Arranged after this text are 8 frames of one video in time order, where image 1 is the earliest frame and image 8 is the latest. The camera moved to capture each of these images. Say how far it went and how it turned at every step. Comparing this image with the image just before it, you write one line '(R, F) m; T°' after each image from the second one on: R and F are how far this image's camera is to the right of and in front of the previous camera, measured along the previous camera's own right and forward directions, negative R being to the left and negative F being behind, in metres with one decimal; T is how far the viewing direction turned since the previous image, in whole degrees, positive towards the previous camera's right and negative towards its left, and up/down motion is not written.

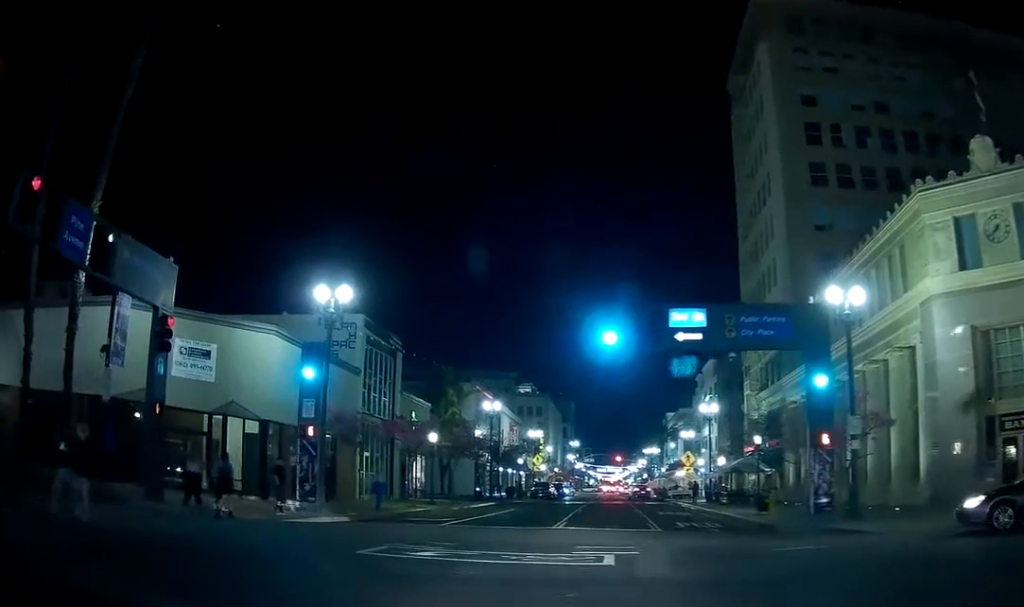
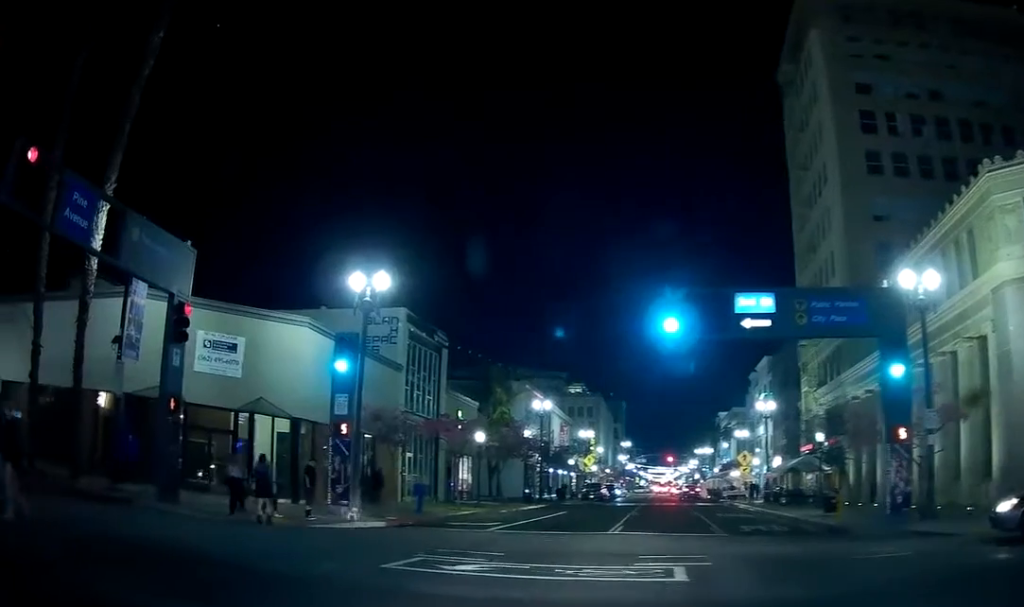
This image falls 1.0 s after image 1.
(0.0, +2.2) m; 0°
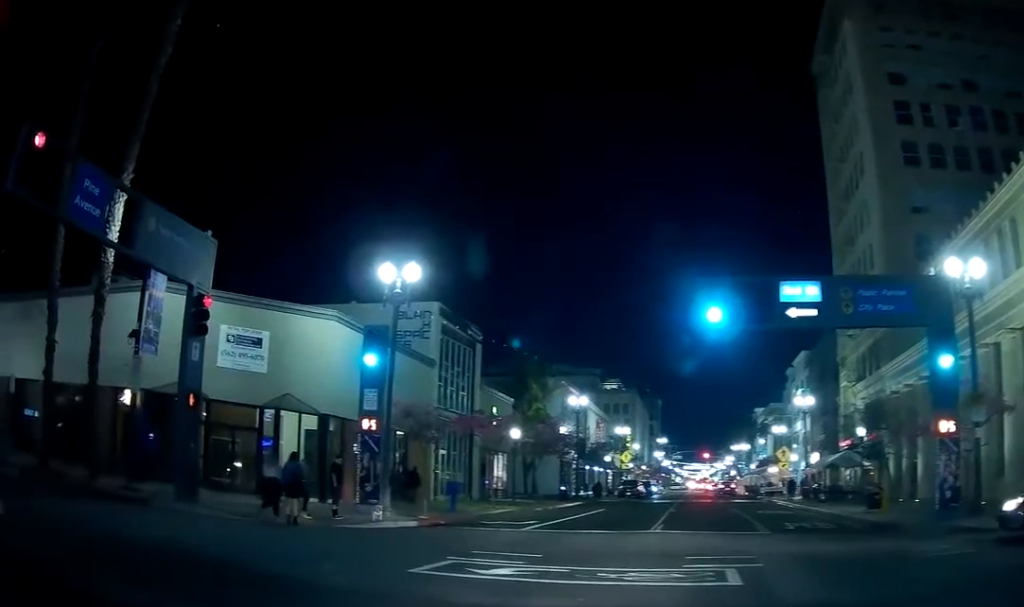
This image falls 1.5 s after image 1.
(0.0, +1.0) m; -2°
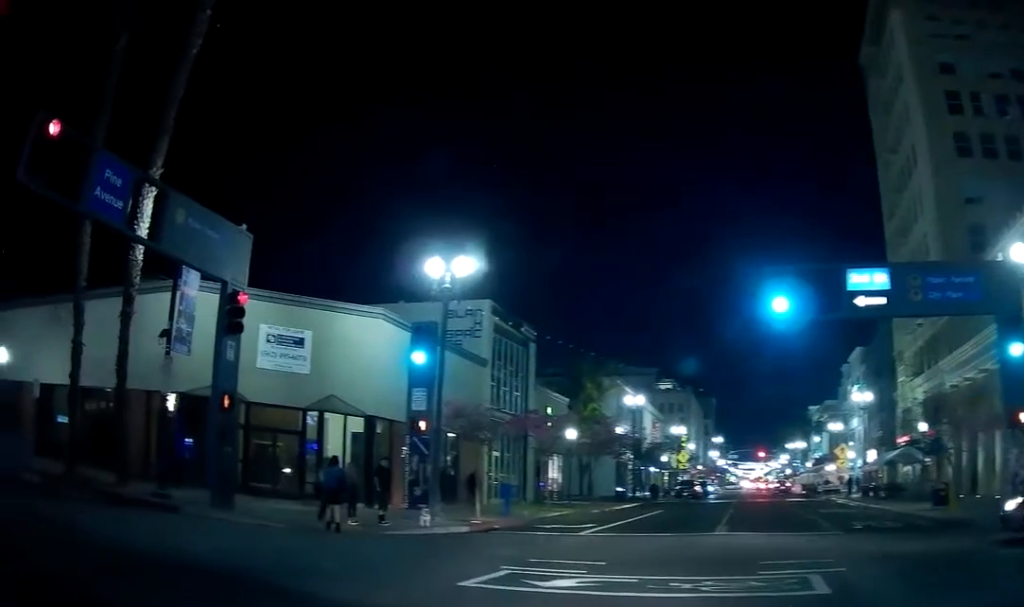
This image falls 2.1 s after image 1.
(0.0, +1.1) m; -4°
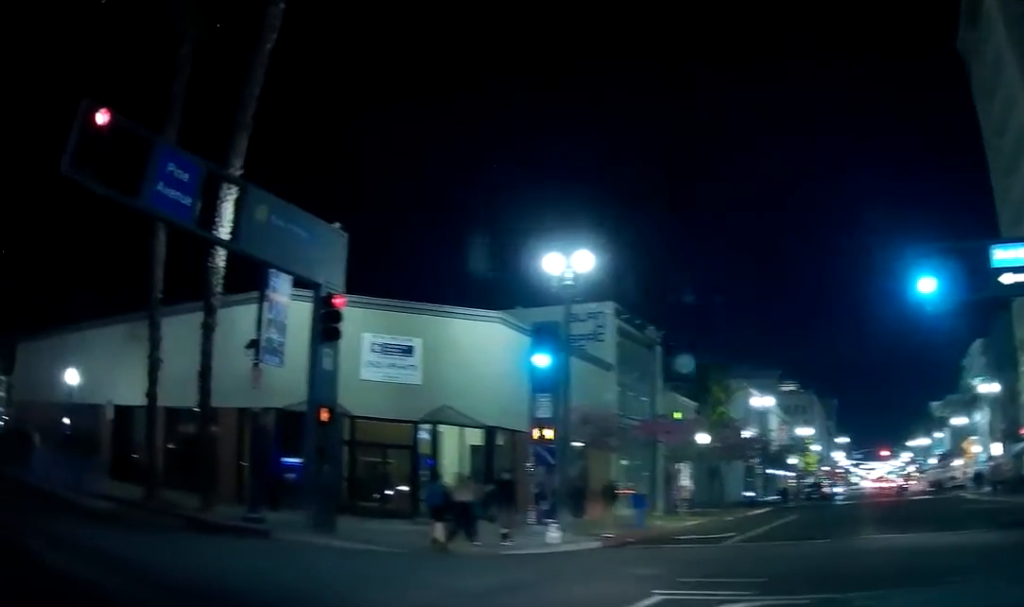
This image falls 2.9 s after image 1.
(-0.2, +1.6) m; -27°
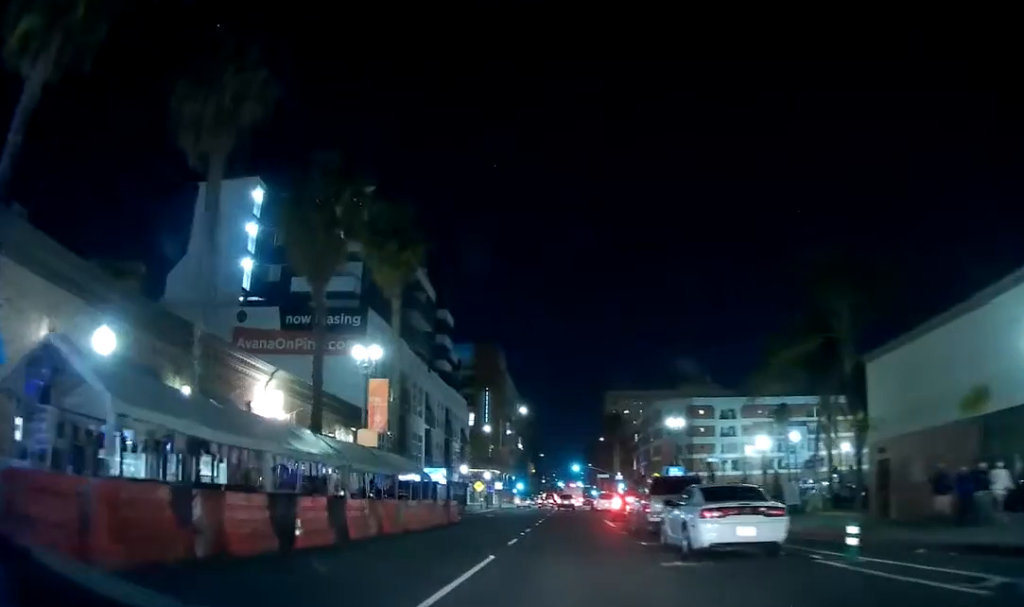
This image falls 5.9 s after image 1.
(-7.4, +9.8) m; -51°
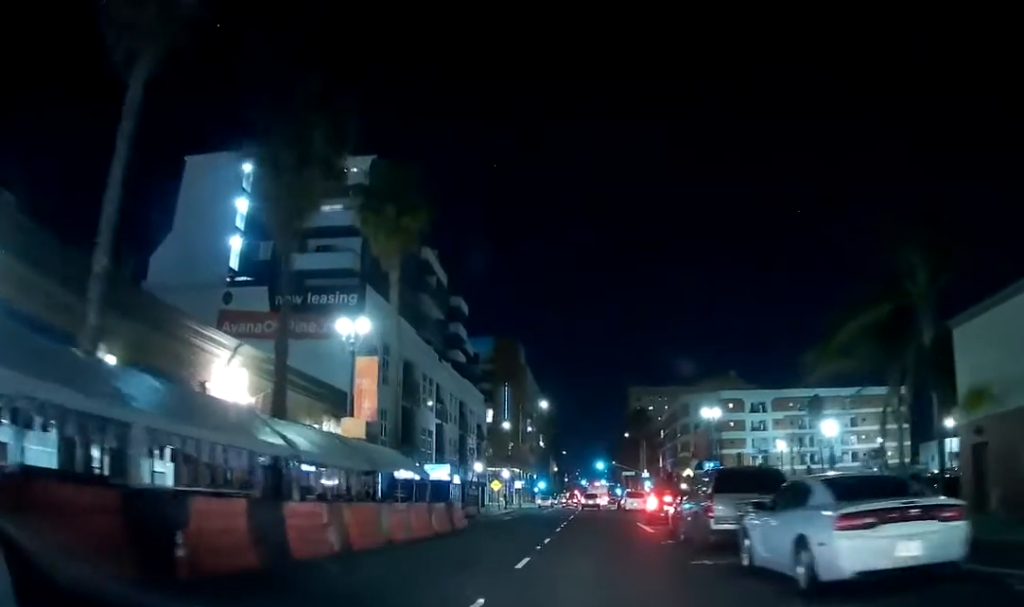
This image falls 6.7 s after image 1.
(-0.2, +5.6) m; -3°
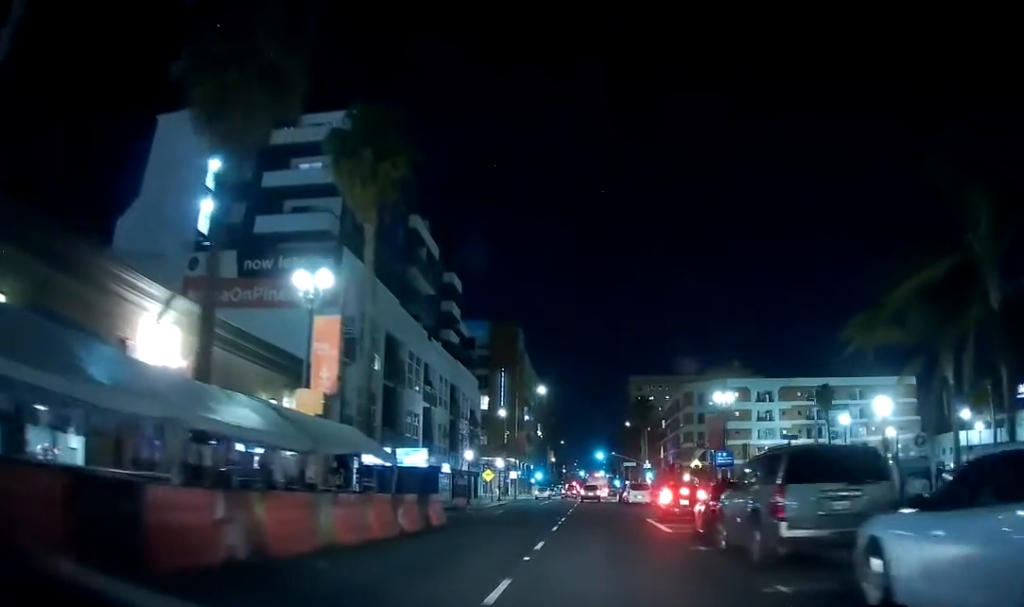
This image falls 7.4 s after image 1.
(0.0, +5.1) m; -1°
